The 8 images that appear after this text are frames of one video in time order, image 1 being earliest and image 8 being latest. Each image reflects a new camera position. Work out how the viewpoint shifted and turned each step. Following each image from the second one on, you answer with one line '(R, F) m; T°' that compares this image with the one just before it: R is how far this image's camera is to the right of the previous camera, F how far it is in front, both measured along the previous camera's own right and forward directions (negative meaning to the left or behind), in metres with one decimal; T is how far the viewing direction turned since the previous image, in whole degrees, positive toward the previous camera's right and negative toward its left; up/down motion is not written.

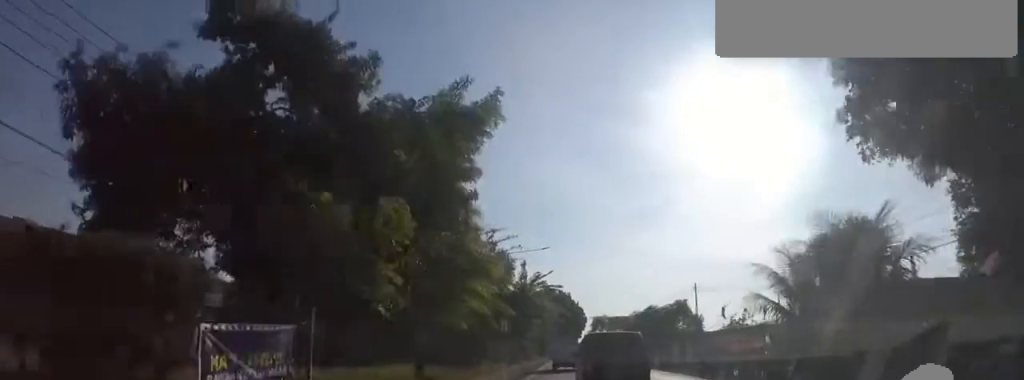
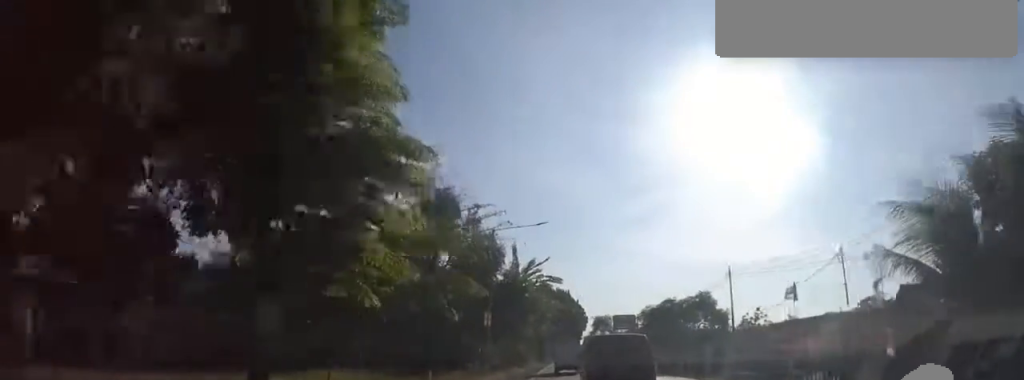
(+0.1, +8.2) m; +1°
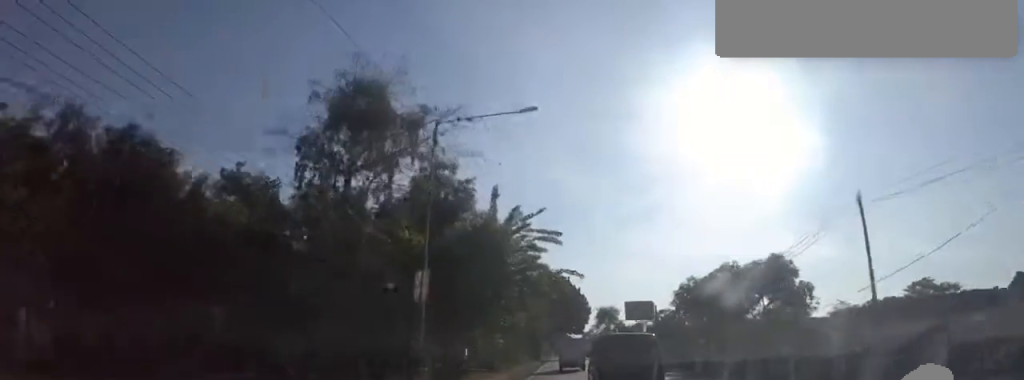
(0.0, +14.5) m; -2°
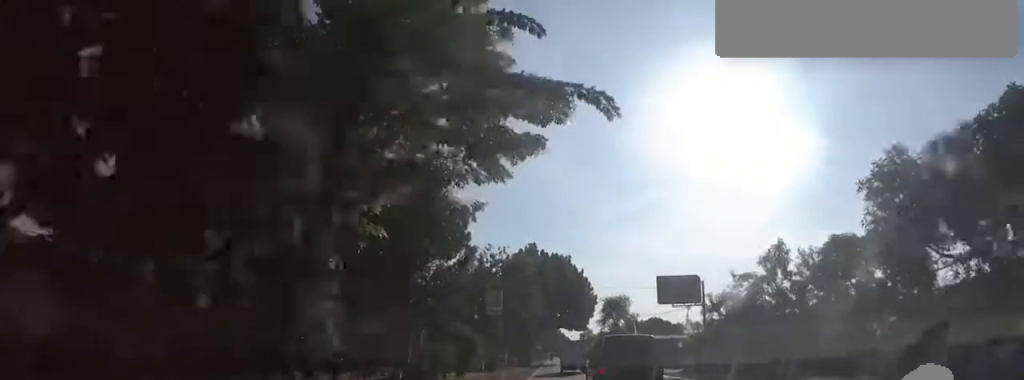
(-0.6, +20.1) m; -1°
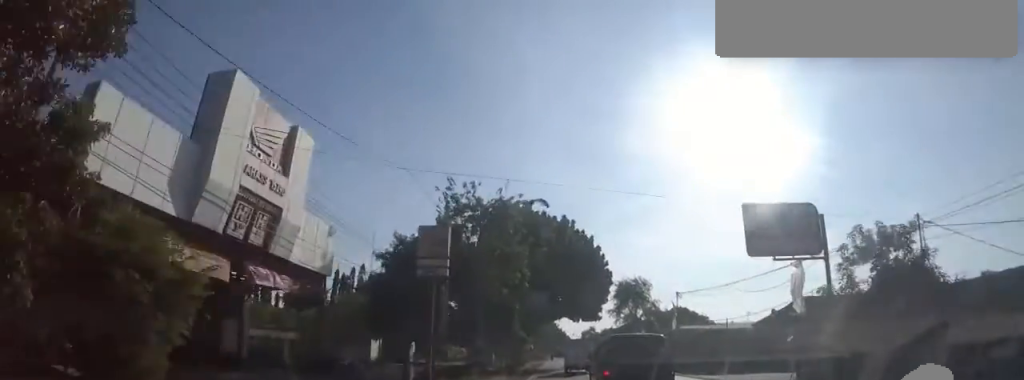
(+0.1, +17.6) m; +1°
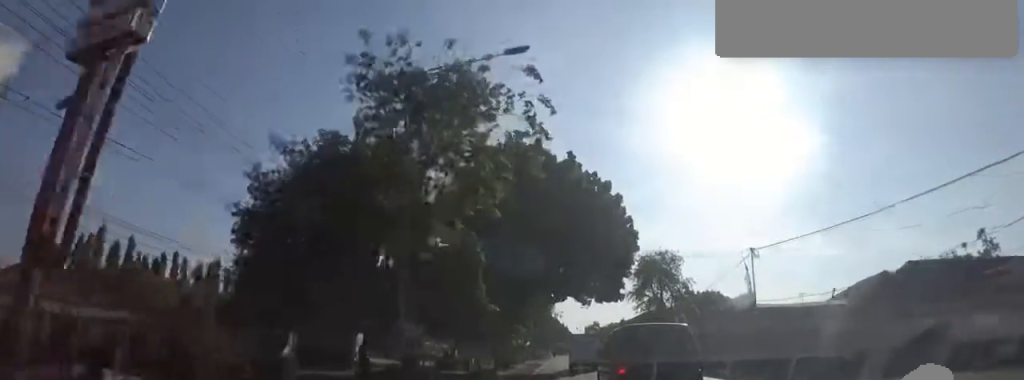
(+0.2, +14.3) m; +1°
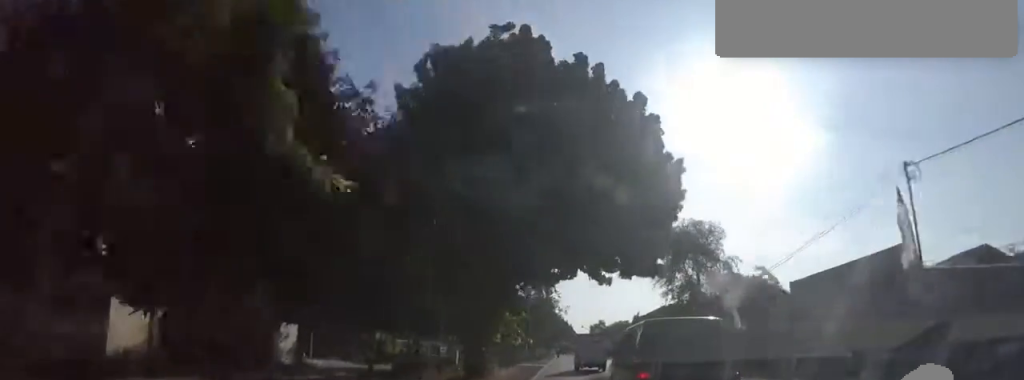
(+0.1, +10.6) m; +1°
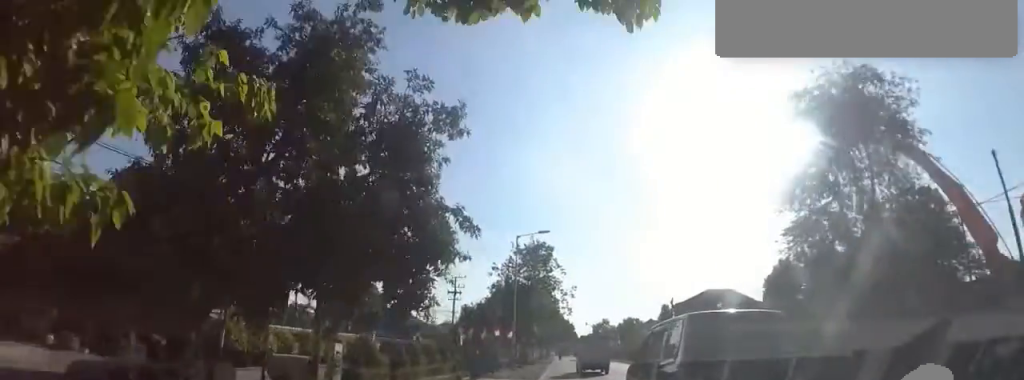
(+0.1, +20.2) m; -2°
